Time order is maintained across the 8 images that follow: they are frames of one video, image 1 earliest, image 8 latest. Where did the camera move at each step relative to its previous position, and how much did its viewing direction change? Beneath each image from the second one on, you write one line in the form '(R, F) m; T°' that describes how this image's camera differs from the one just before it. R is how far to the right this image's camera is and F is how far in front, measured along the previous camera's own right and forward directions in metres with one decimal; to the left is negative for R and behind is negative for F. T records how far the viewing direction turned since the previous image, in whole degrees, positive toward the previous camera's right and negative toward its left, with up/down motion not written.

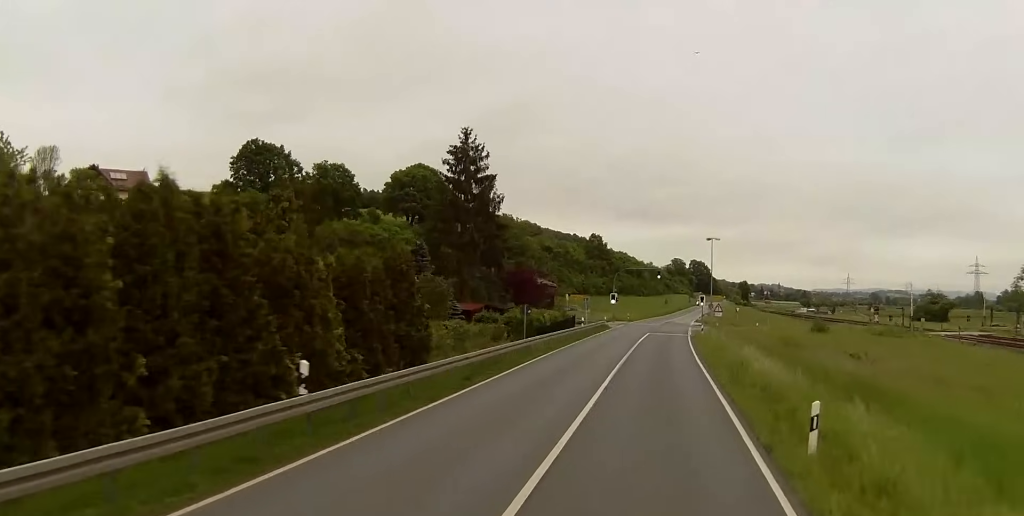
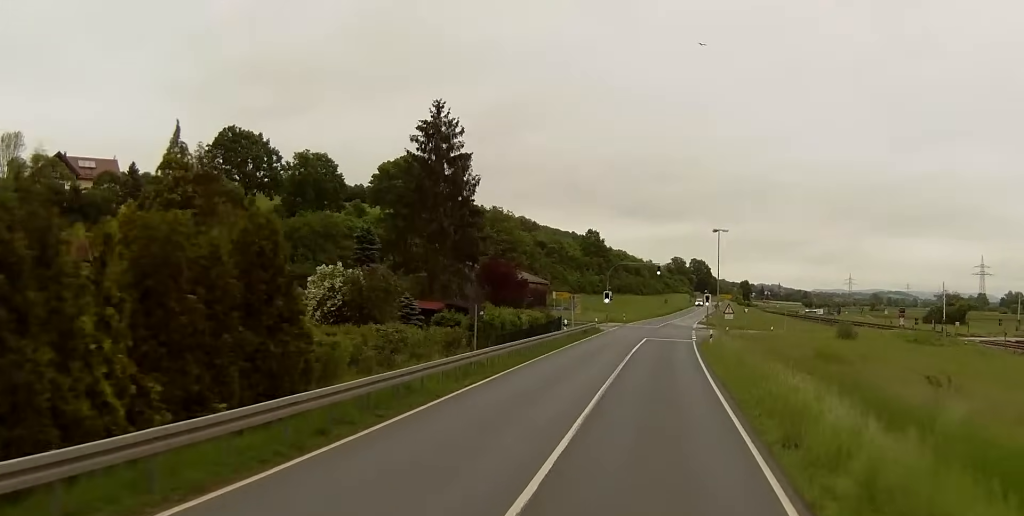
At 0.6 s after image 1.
(-0.2, +10.9) m; 0°
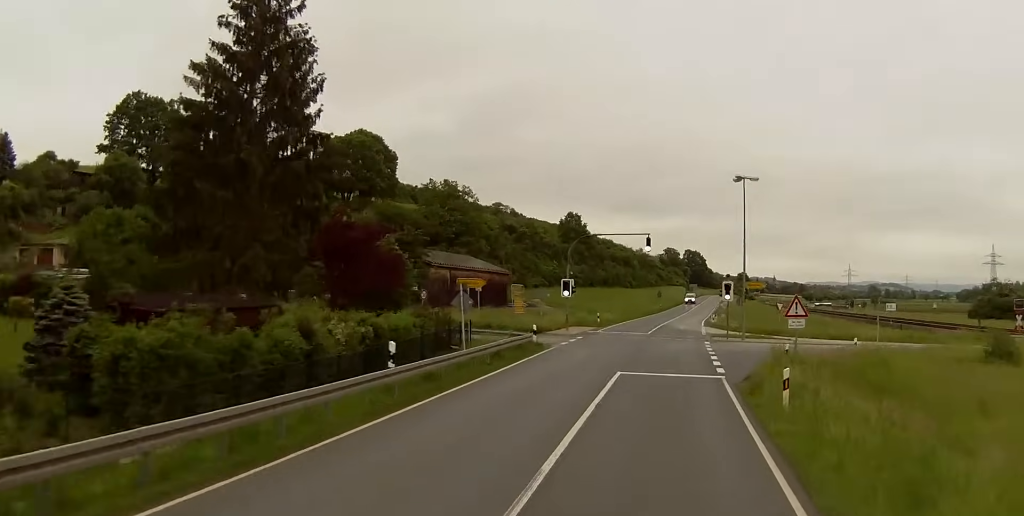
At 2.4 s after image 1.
(+0.3, +31.9) m; +1°
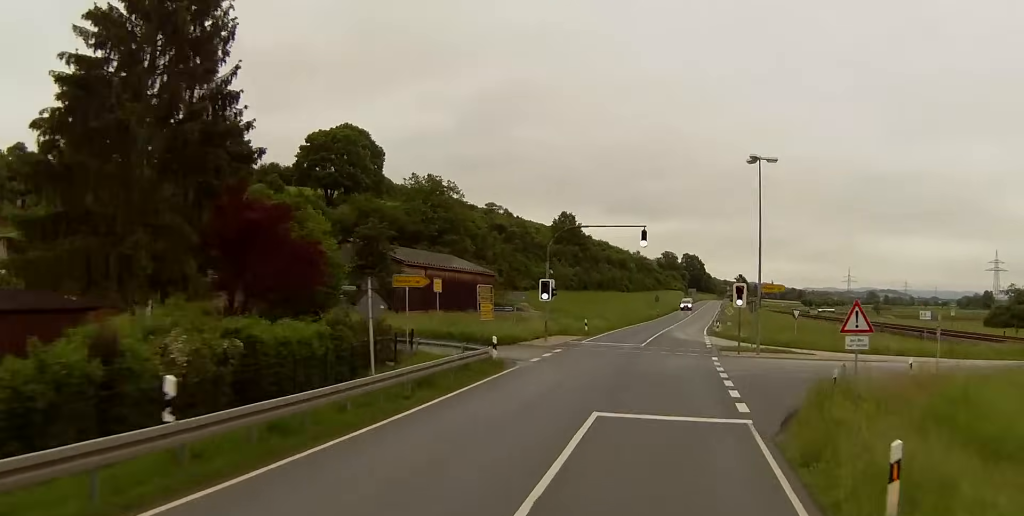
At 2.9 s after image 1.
(0.0, +9.1) m; -1°
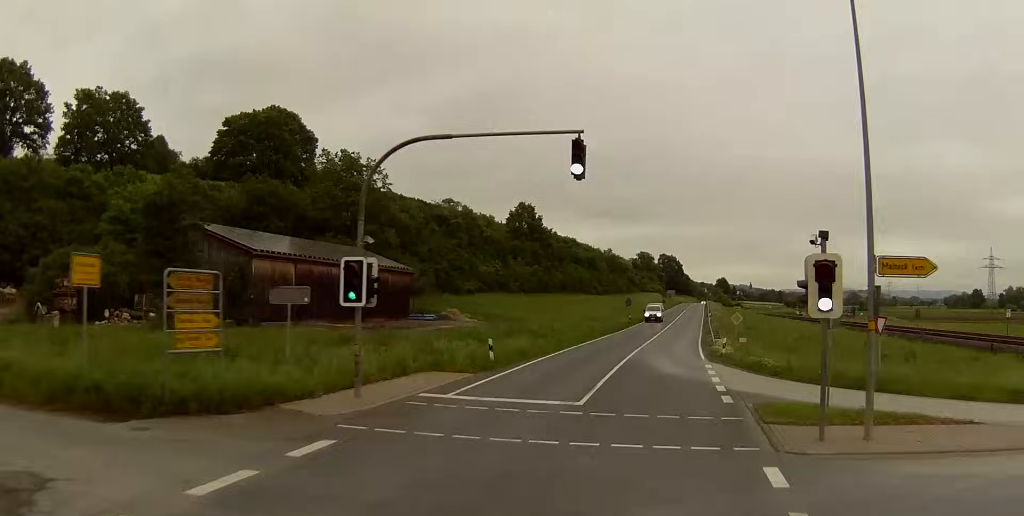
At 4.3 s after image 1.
(-0.5, +26.4) m; +1°
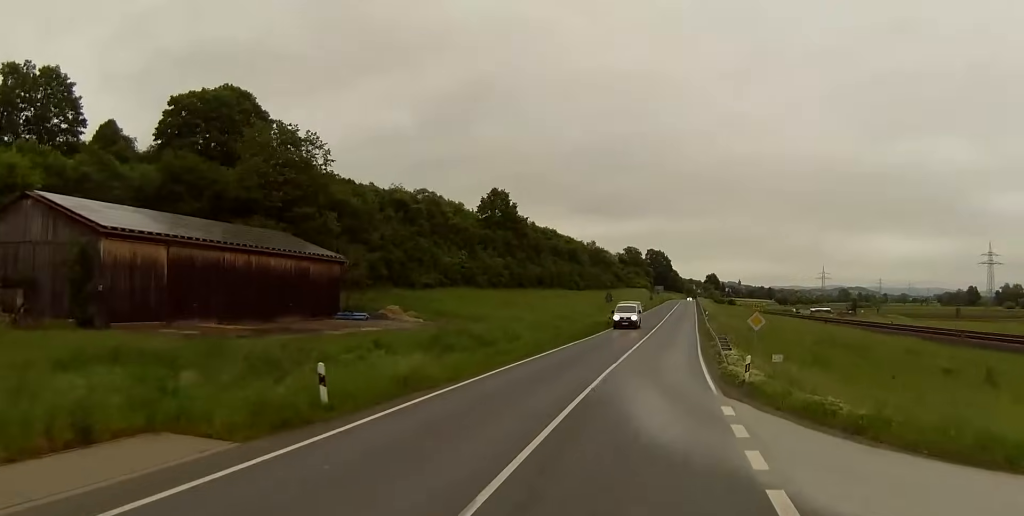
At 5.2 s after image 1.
(+0.6, +15.6) m; +2°
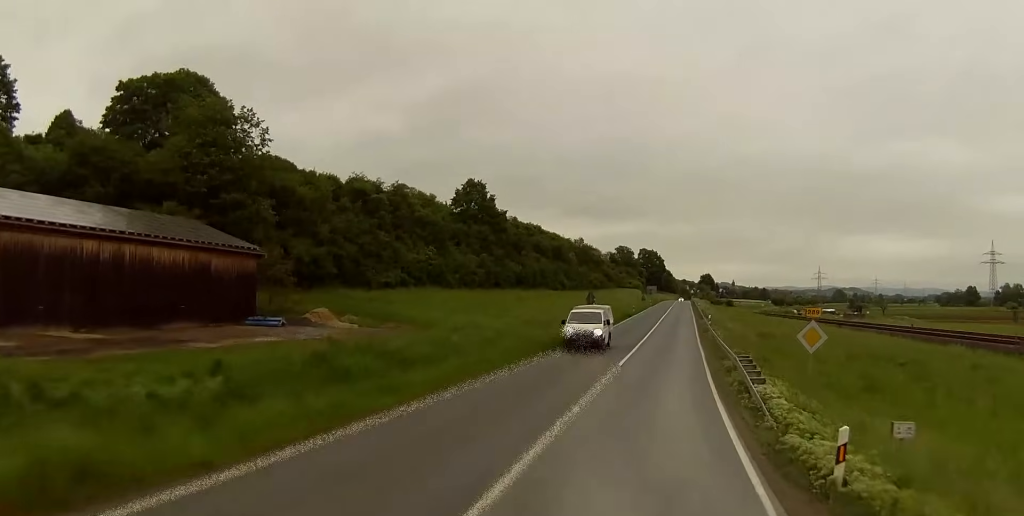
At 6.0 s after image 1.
(0.0, +13.7) m; -1°
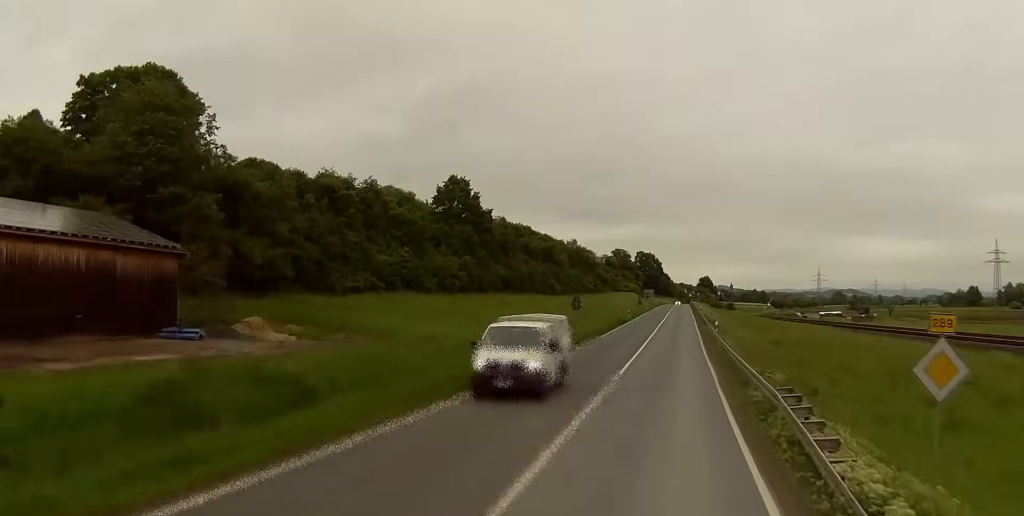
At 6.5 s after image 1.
(0.0, +9.6) m; 0°
